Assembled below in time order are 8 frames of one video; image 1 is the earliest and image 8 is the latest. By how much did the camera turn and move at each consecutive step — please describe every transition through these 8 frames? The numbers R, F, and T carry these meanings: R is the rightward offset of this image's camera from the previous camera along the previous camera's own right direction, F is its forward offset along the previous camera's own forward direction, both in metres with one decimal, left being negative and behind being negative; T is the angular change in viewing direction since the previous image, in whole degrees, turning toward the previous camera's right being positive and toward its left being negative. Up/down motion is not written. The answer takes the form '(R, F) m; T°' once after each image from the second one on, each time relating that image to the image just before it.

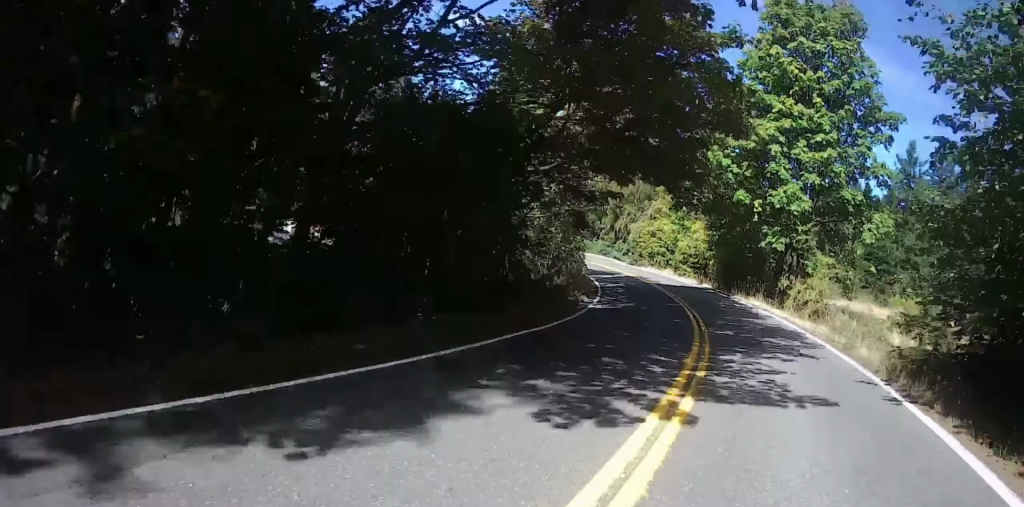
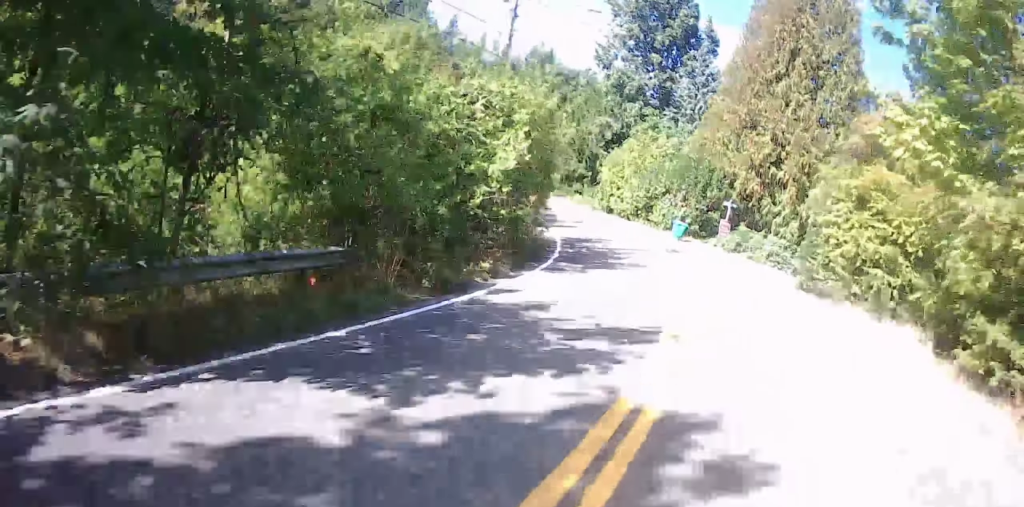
(+5.5, +27.3) m; +10°
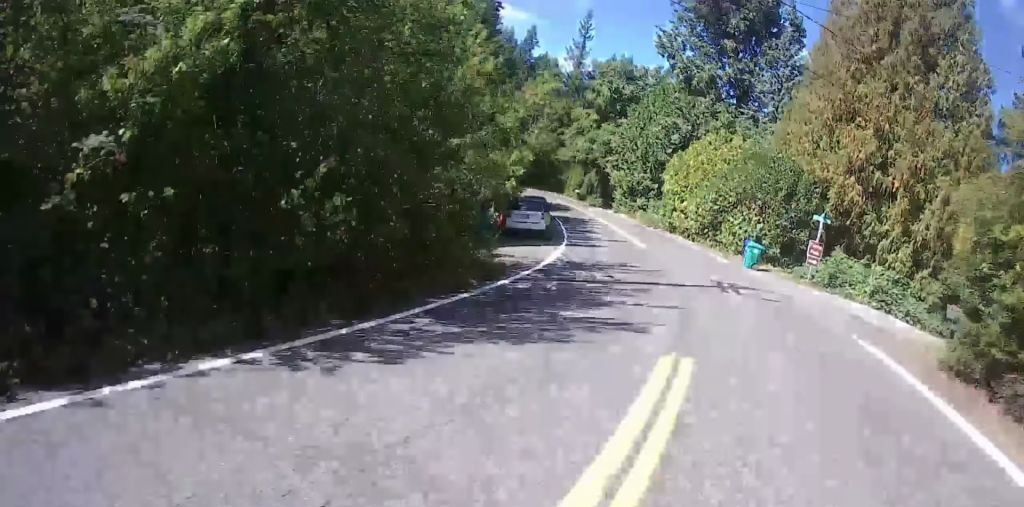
(-0.1, +8.8) m; -4°
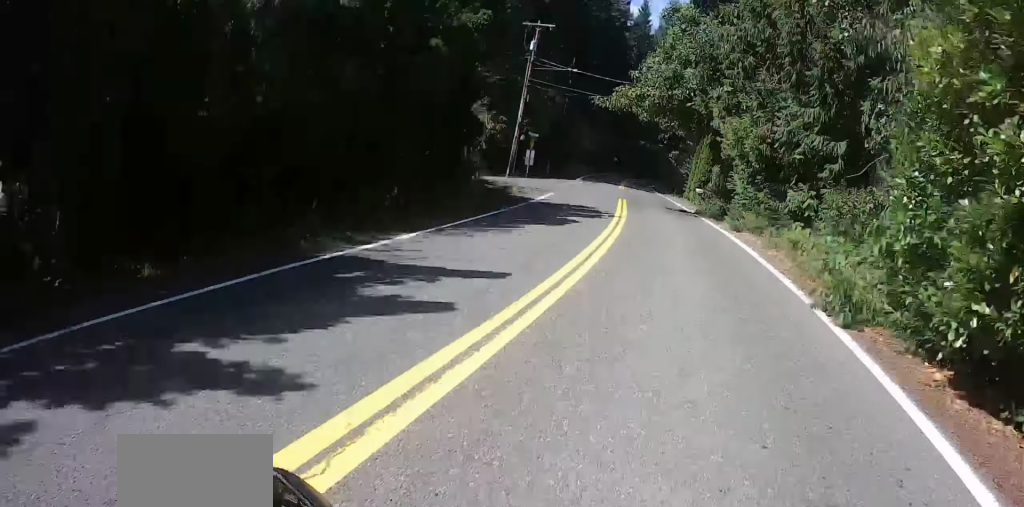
(-4.3, +31.6) m; -22°
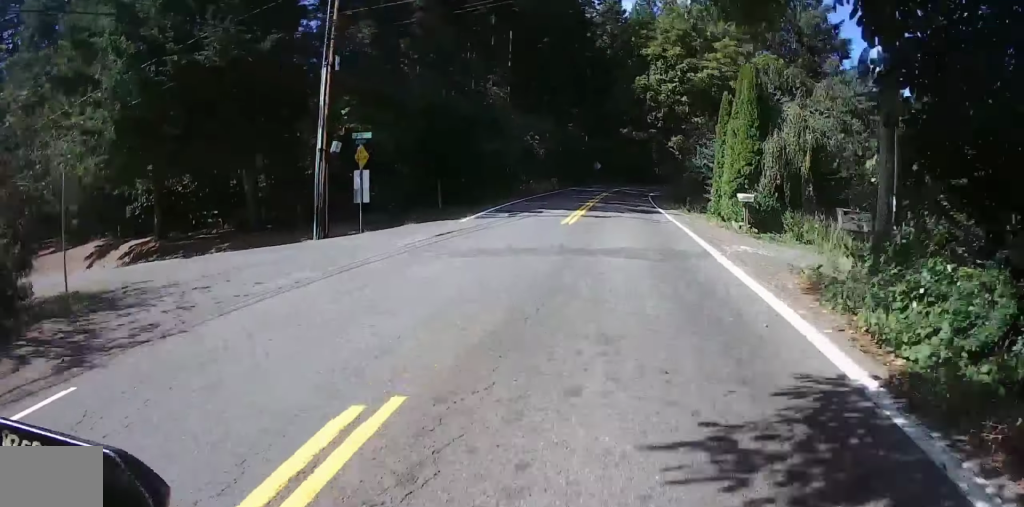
(-4.6, +24.5) m; -13°
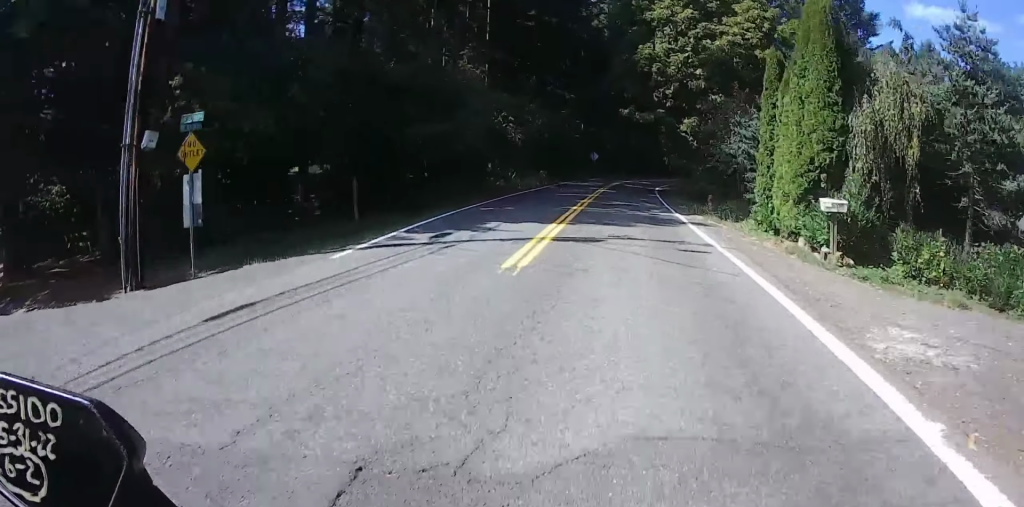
(+0.1, +9.7) m; -4°
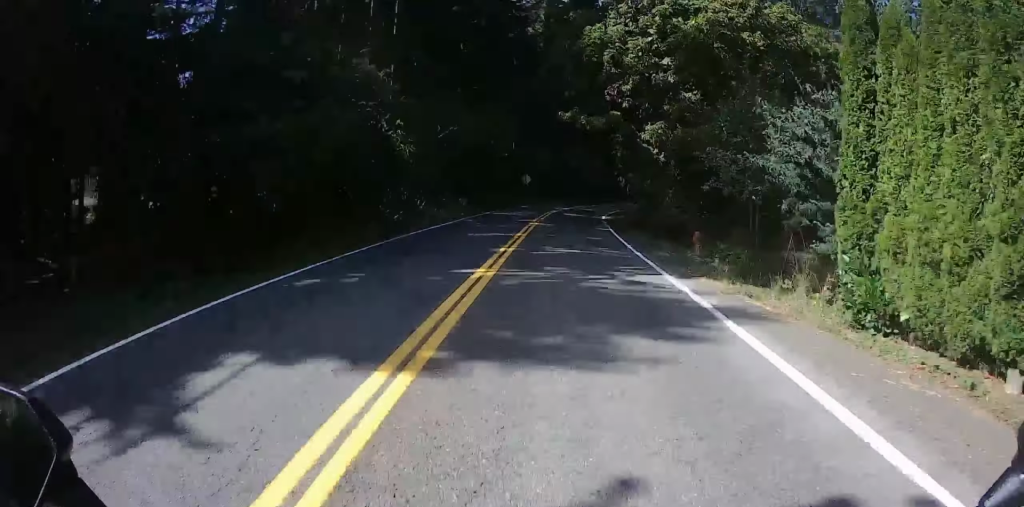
(+0.9, +10.4) m; -4°
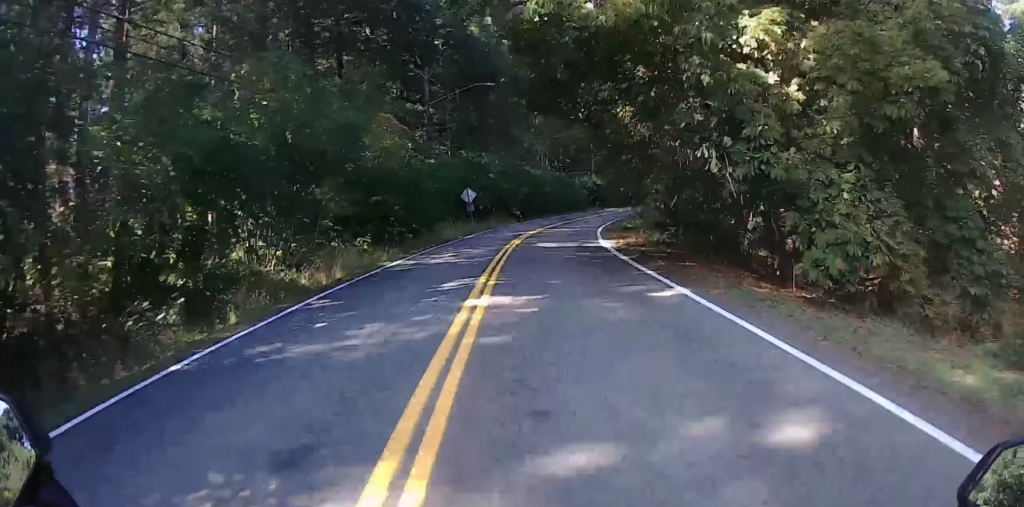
(-3.1, +19.3) m; -8°
